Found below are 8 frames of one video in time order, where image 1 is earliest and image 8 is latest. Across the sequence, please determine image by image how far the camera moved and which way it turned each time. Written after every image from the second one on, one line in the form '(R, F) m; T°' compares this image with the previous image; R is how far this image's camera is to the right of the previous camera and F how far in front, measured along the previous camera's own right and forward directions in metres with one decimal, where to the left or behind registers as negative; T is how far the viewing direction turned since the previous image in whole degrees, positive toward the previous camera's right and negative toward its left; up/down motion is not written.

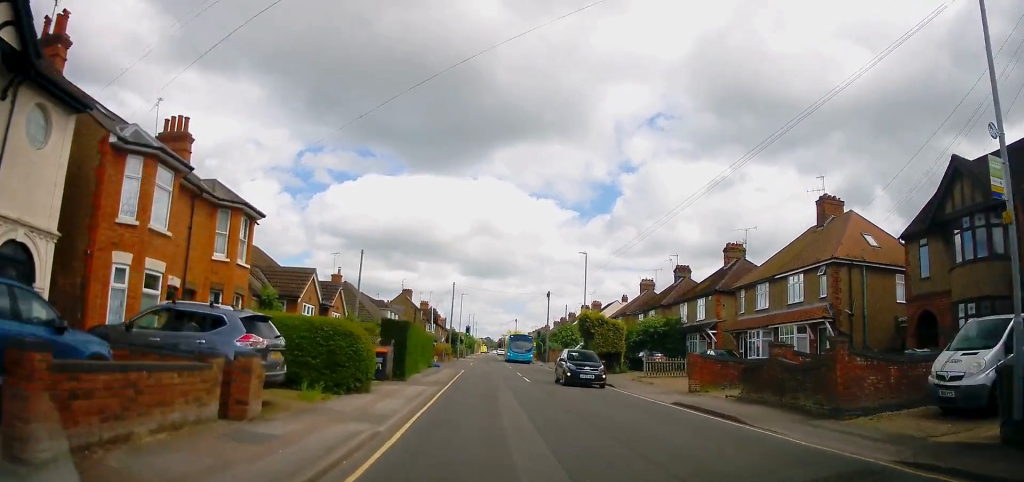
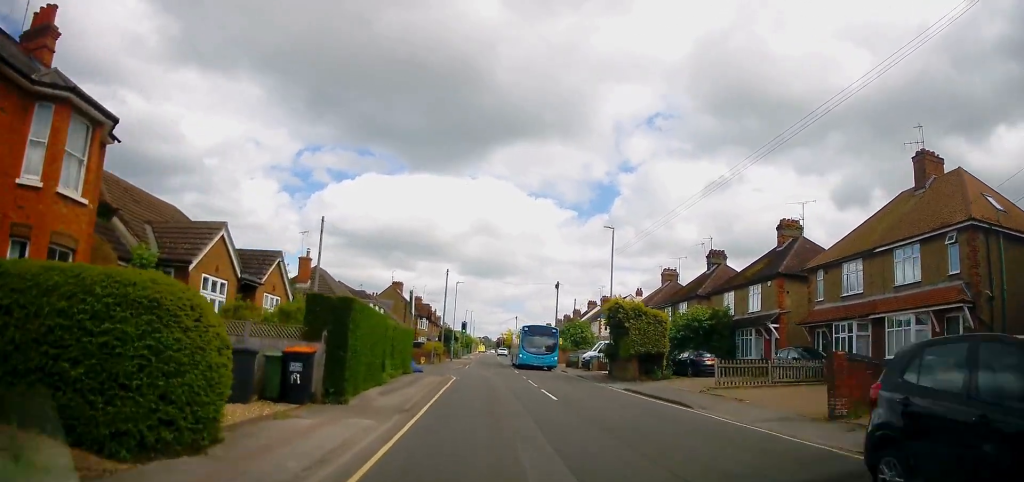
(+0.1, +9.2) m; +2°
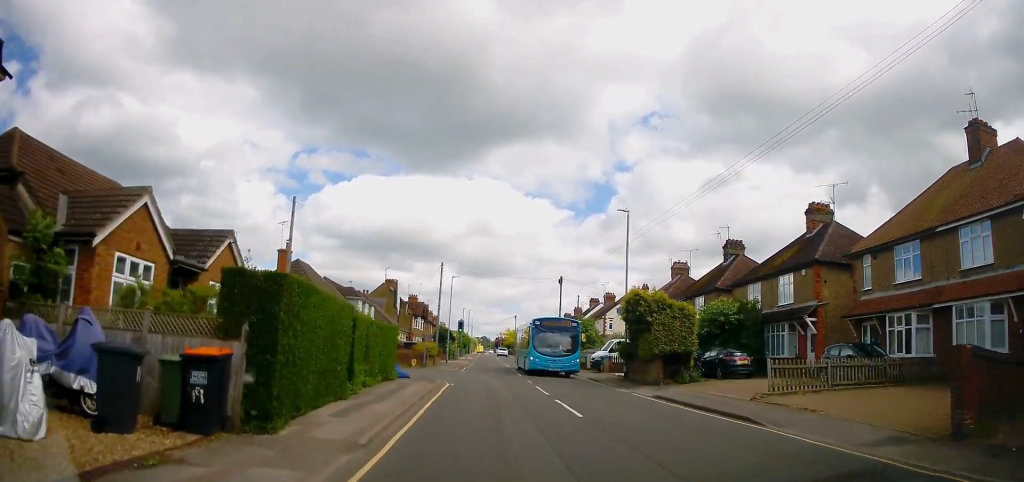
(+0.1, +4.1) m; +1°
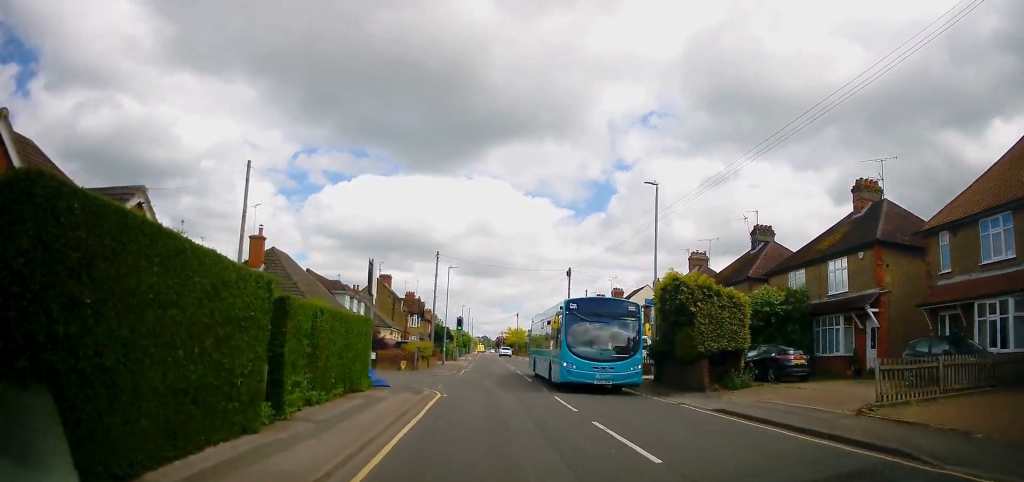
(0.0, +4.9) m; 0°
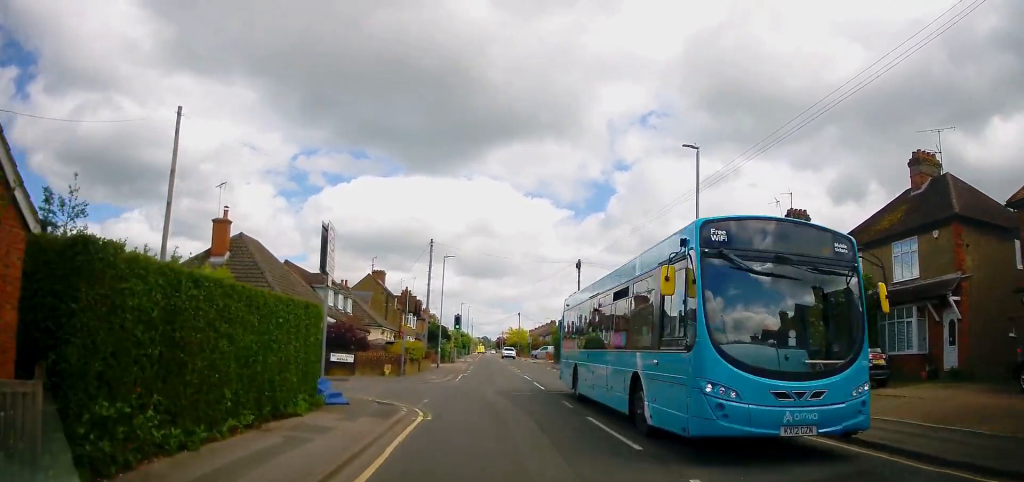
(0.0, +4.9) m; 0°
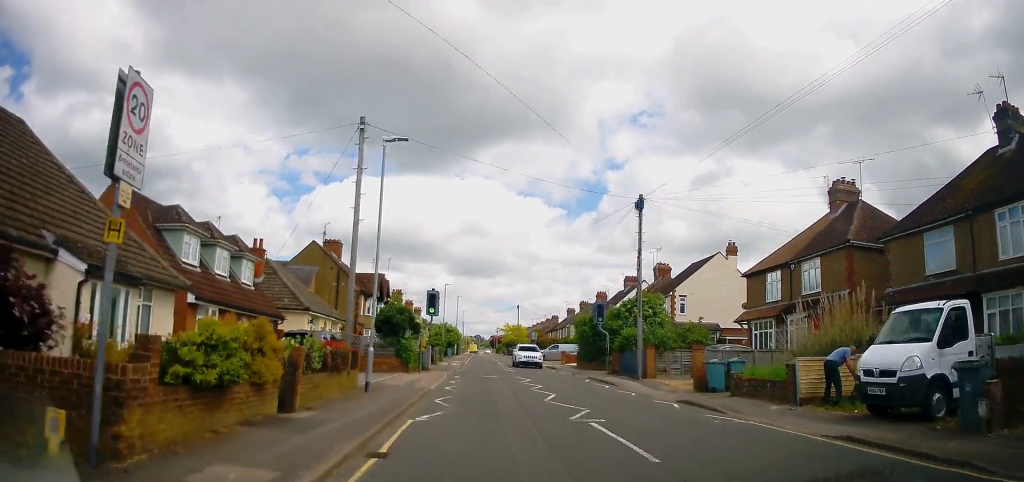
(0.0, +19.1) m; 0°
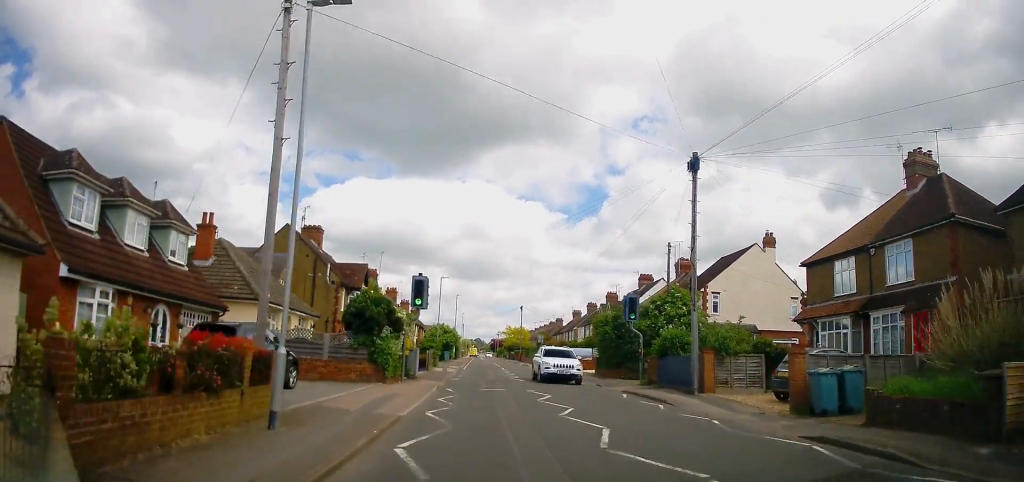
(0.0, +6.9) m; 0°
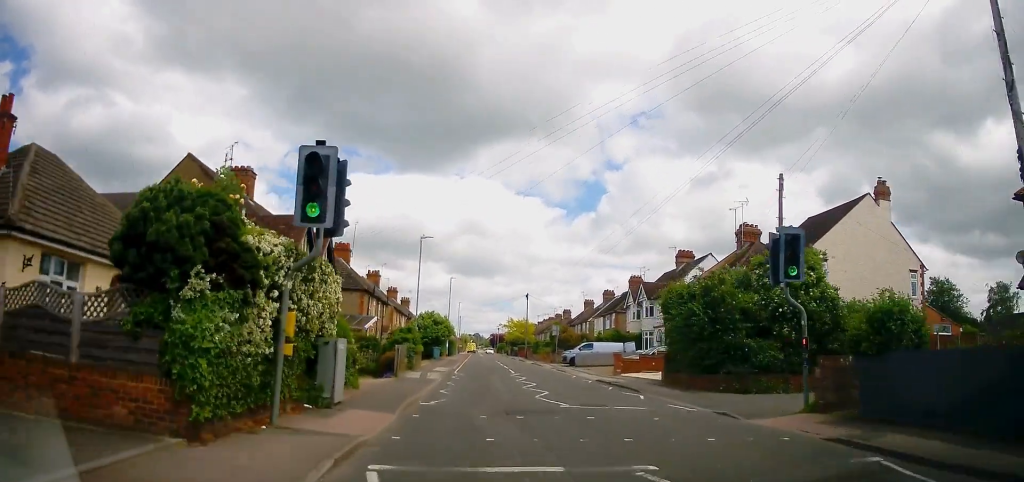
(0.0, +13.9) m; 0°
